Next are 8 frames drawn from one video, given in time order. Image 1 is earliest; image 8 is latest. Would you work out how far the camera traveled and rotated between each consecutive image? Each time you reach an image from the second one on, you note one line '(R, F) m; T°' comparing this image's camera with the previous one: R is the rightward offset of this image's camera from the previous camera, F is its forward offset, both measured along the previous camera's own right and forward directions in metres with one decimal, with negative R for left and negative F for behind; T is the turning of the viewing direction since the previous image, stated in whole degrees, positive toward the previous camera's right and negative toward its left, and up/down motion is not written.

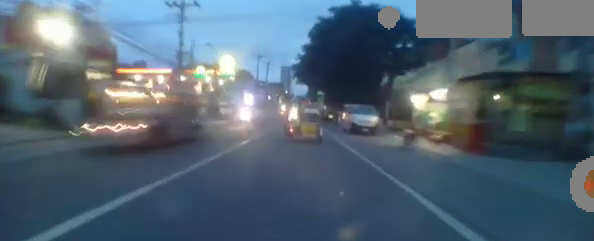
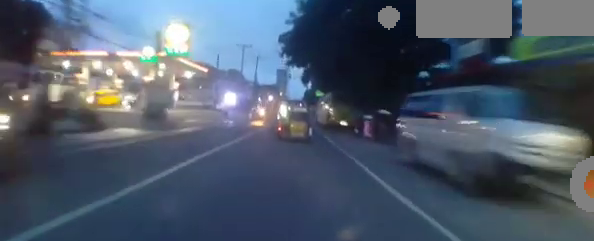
(-0.3, +15.0) m; -4°
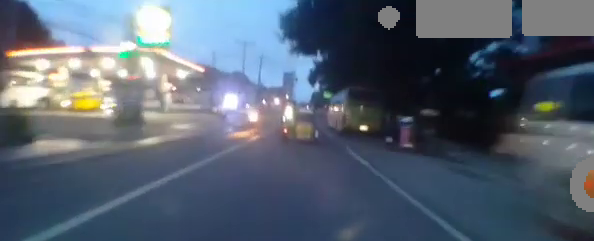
(-0.2, +5.2) m; -3°
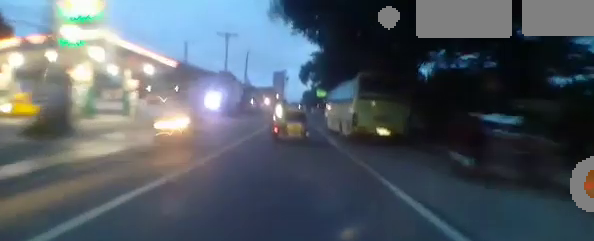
(-0.2, +6.1) m; -1°
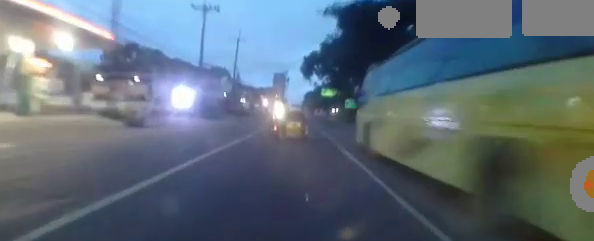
(+0.1, +12.9) m; 0°
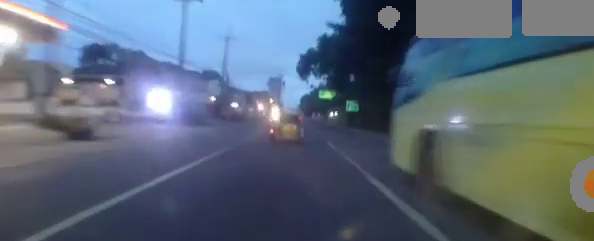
(-0.2, +5.1) m; +1°
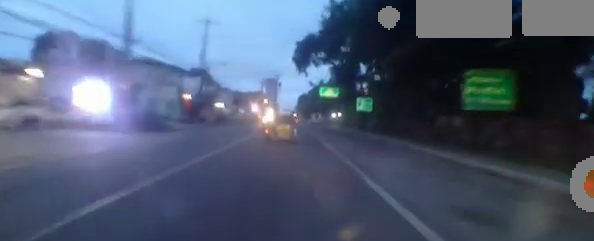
(+0.4, +9.5) m; +2°
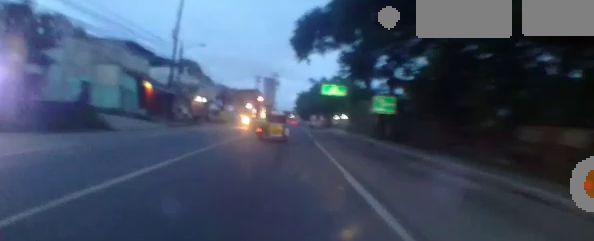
(-0.2, +8.9) m; -1°
